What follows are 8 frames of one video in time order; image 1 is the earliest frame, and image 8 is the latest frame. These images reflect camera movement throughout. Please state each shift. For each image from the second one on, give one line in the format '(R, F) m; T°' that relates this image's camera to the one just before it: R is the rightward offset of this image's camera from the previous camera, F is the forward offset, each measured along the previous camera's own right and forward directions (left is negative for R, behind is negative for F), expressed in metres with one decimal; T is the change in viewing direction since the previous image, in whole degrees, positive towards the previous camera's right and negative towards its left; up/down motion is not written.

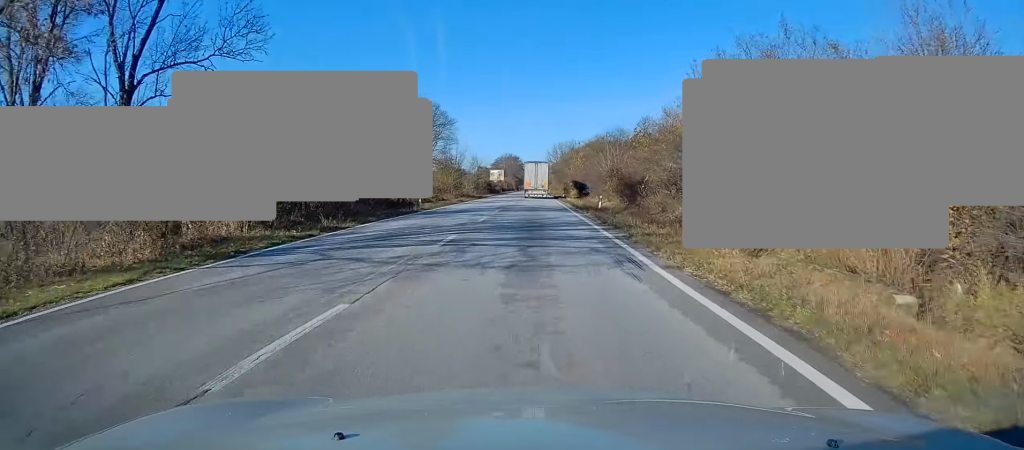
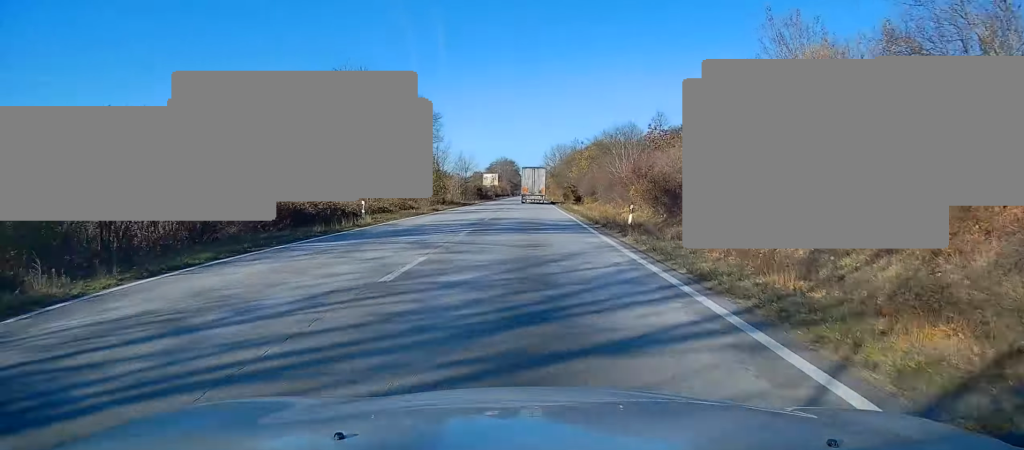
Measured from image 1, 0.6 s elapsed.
(0.0, +13.5) m; 0°
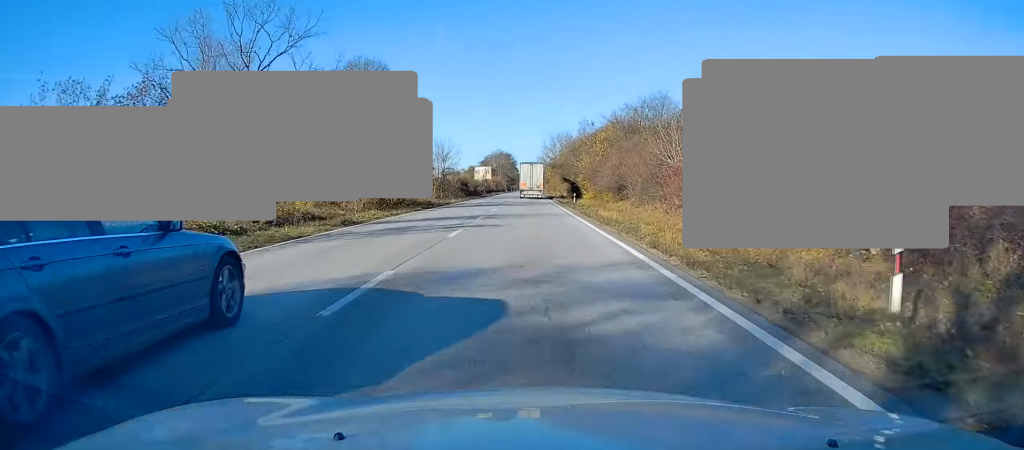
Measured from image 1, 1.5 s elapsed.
(-0.1, +20.2) m; -1°
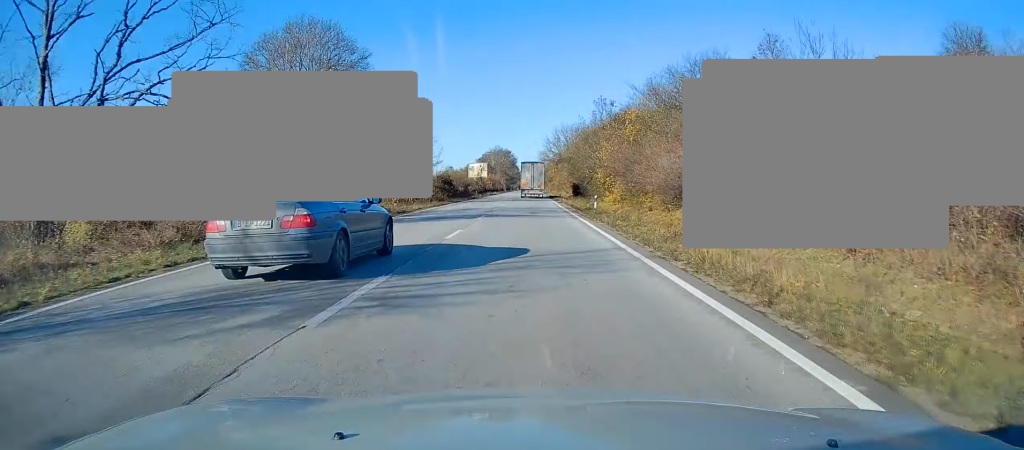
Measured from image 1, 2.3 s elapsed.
(-0.2, +17.9) m; 0°
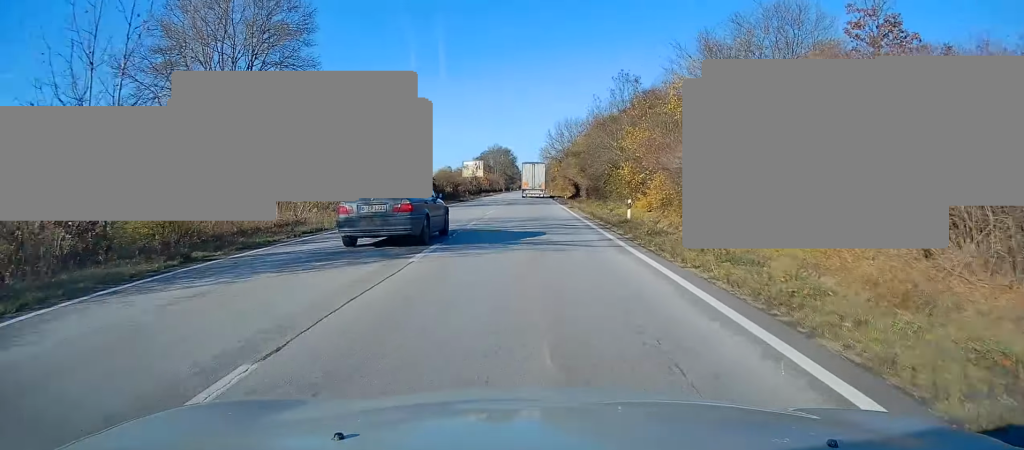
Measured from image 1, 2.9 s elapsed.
(+0.2, +13.4) m; +1°
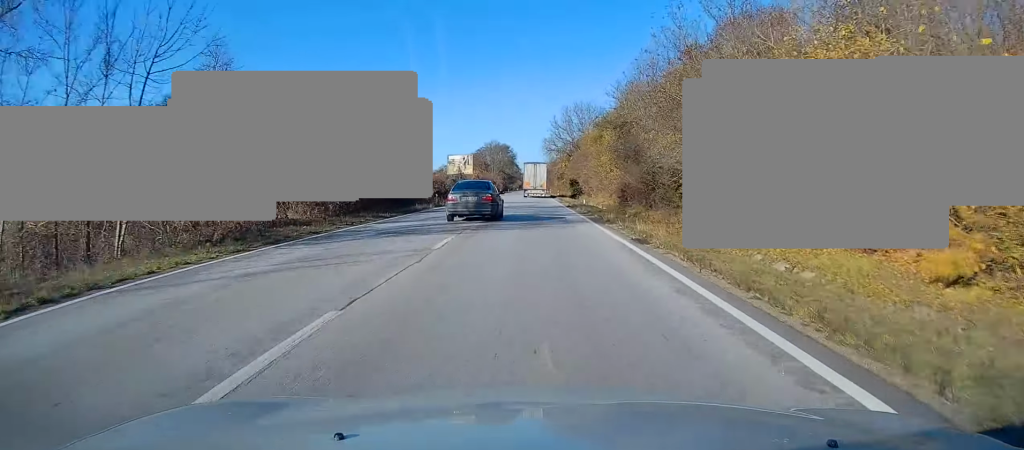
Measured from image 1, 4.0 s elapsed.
(+0.1, +25.1) m; 0°
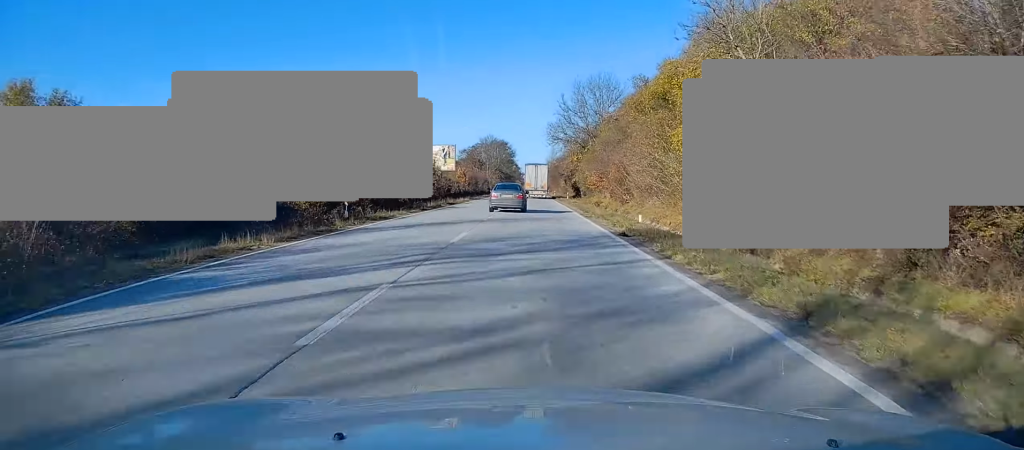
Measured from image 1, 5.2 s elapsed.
(-0.1, +25.0) m; -1°
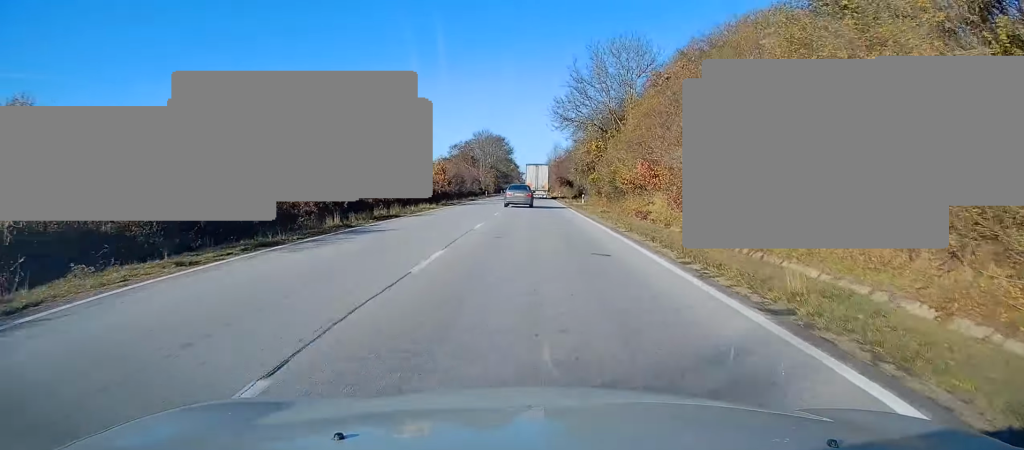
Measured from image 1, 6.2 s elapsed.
(-0.4, +22.0) m; 0°
